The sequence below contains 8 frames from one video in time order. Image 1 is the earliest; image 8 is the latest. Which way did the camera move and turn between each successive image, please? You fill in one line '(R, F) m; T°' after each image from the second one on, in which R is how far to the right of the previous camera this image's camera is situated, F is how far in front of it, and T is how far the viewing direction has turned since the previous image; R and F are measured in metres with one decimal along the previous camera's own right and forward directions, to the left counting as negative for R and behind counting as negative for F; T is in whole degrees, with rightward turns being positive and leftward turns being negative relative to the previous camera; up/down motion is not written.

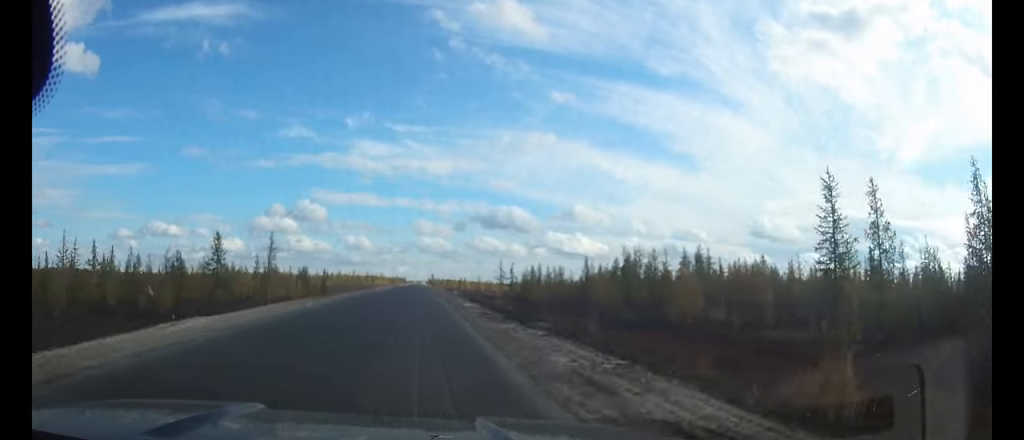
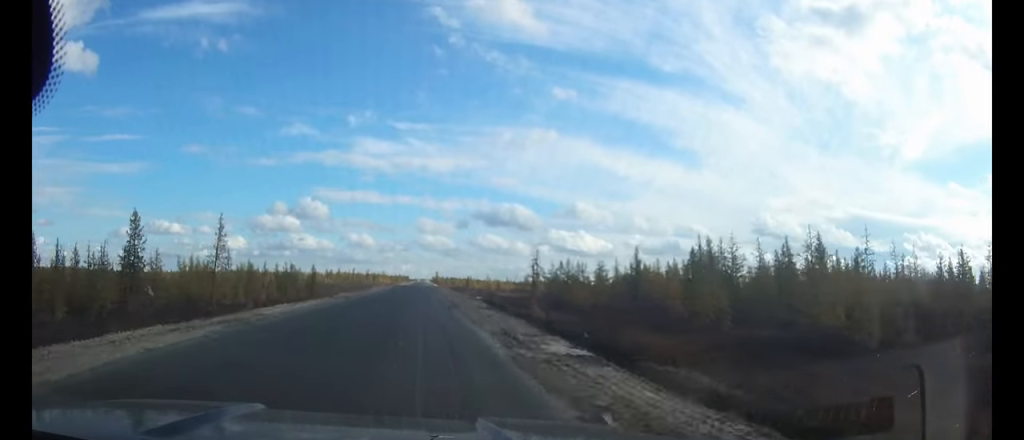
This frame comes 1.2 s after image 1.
(-0.1, +21.8) m; 0°
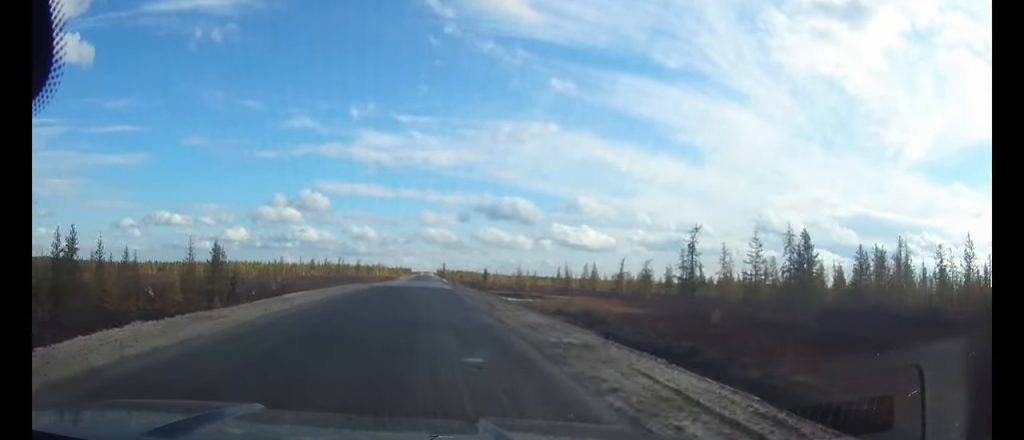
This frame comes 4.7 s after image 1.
(-0.1, +64.5) m; 0°
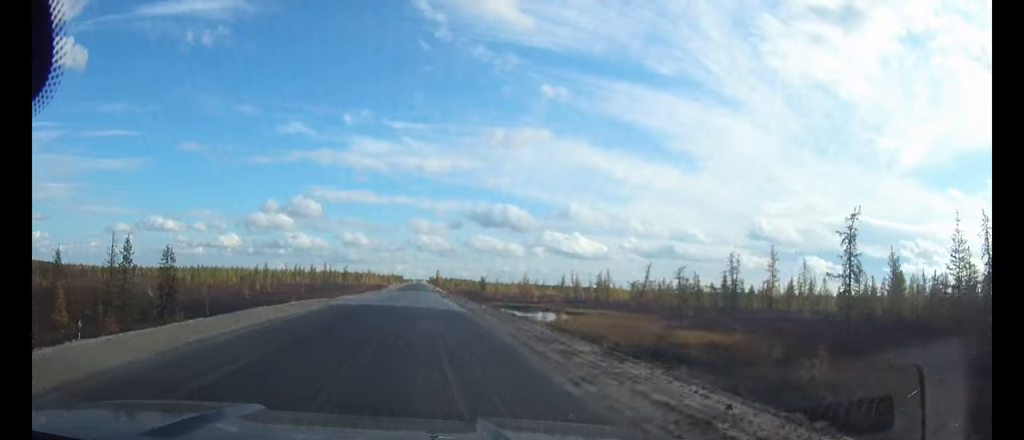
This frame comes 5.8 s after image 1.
(+0.1, +20.9) m; 0°
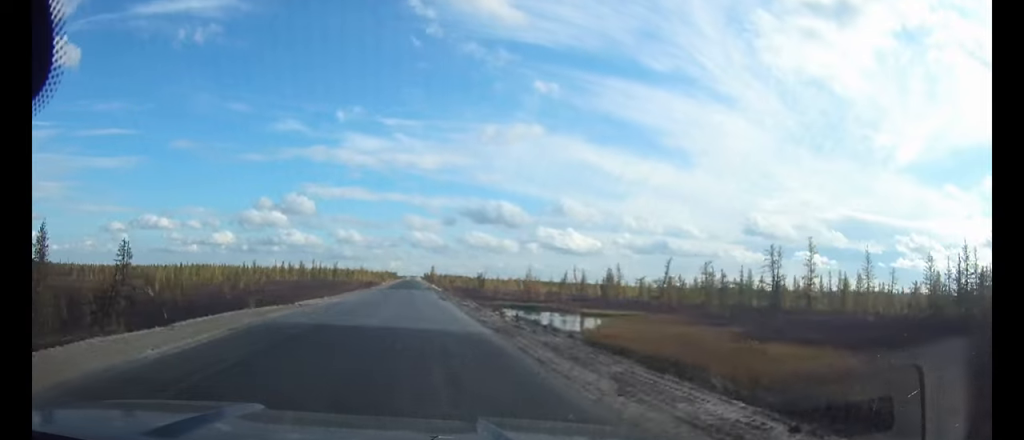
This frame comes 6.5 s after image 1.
(+0.1, +12.7) m; 0°
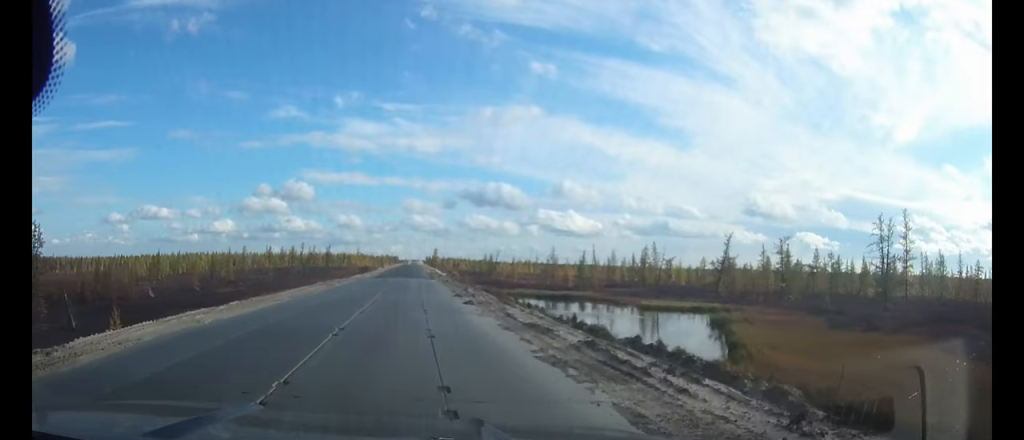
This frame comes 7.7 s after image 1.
(0.0, +21.3) m; 0°
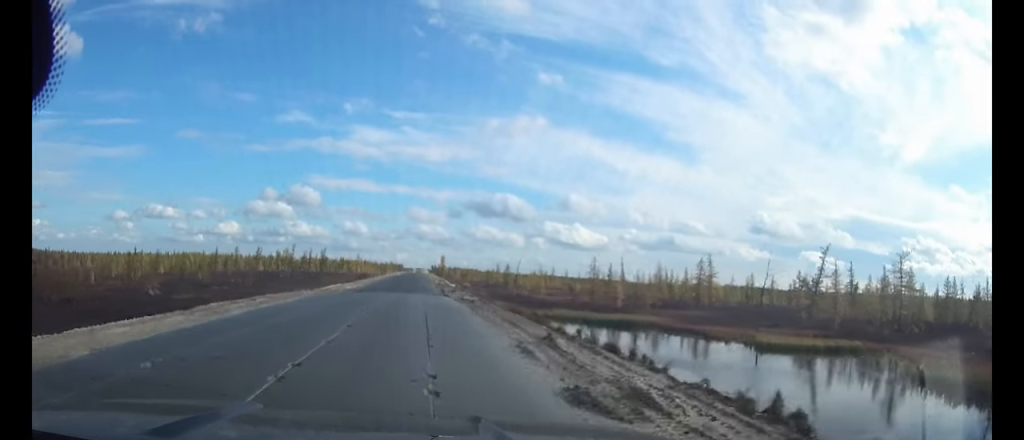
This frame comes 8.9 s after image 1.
(-0.1, +22.8) m; -1°
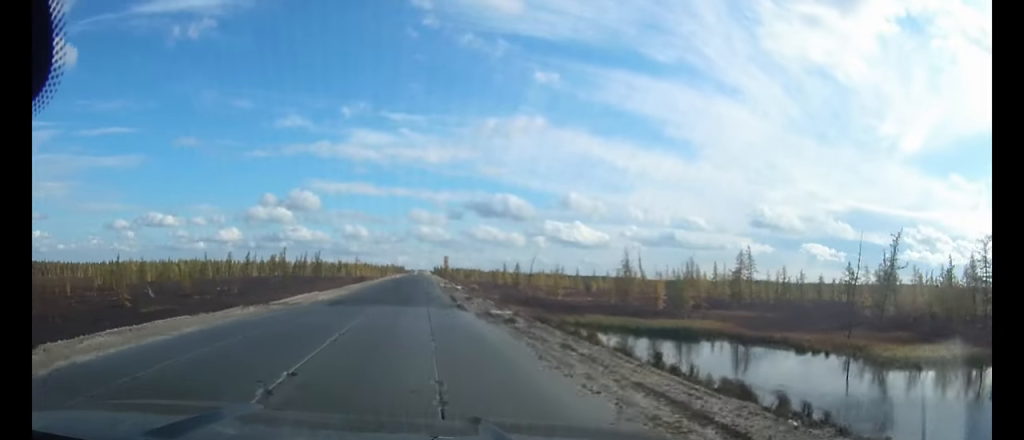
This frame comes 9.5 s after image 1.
(-0.1, +13.7) m; 0°
